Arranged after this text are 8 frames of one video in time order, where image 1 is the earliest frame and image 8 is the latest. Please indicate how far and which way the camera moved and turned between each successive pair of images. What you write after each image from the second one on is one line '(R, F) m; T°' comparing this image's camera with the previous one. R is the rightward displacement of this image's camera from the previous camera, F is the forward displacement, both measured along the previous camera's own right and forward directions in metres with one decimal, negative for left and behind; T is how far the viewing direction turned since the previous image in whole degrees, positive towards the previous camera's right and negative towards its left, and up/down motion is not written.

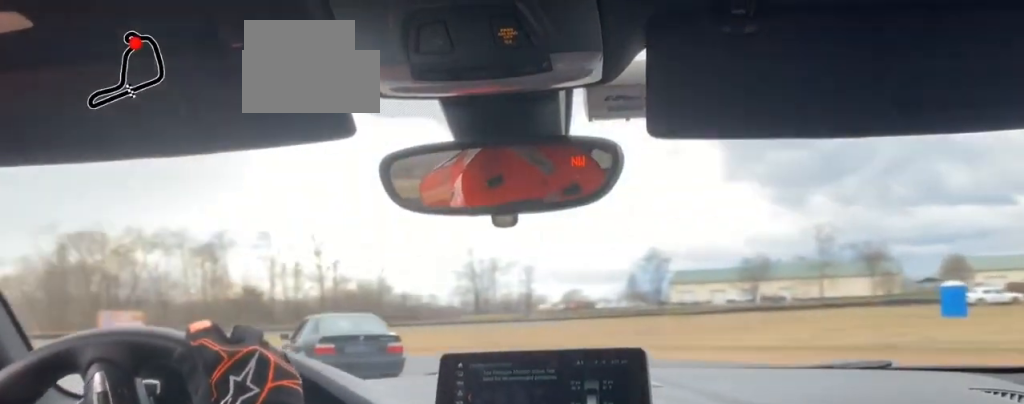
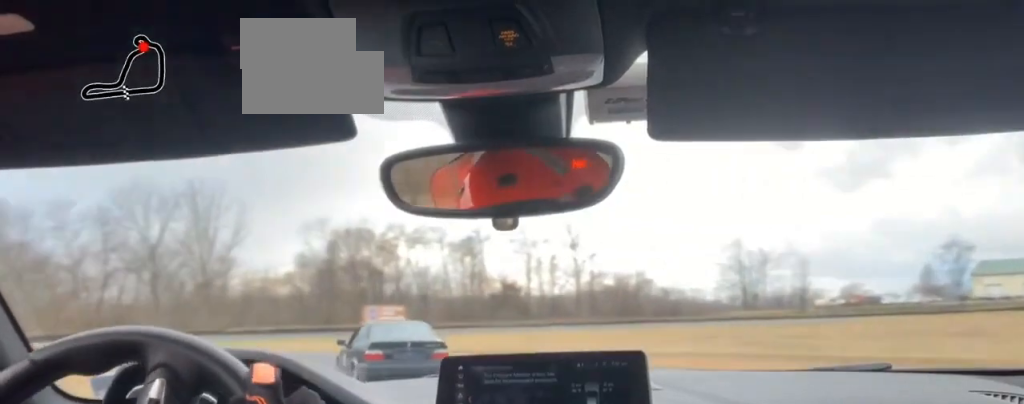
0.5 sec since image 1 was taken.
(-3.1, +7.1) m; -22°
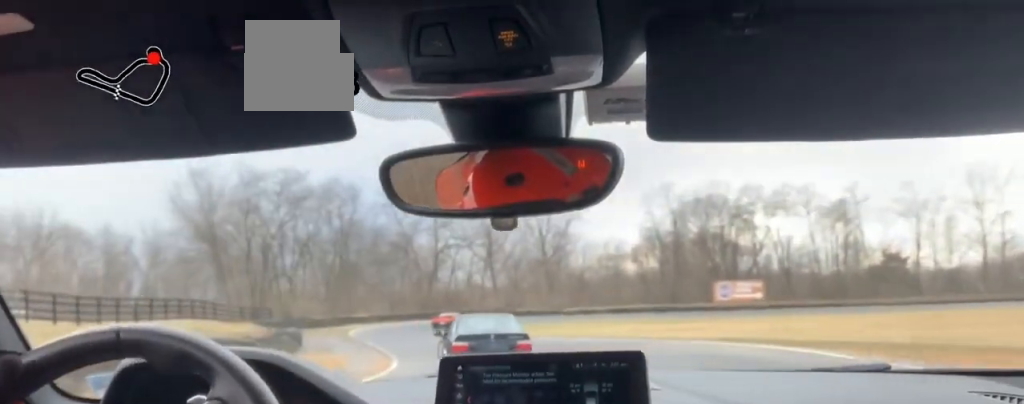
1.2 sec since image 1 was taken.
(-5.5, +14.1) m; -34°
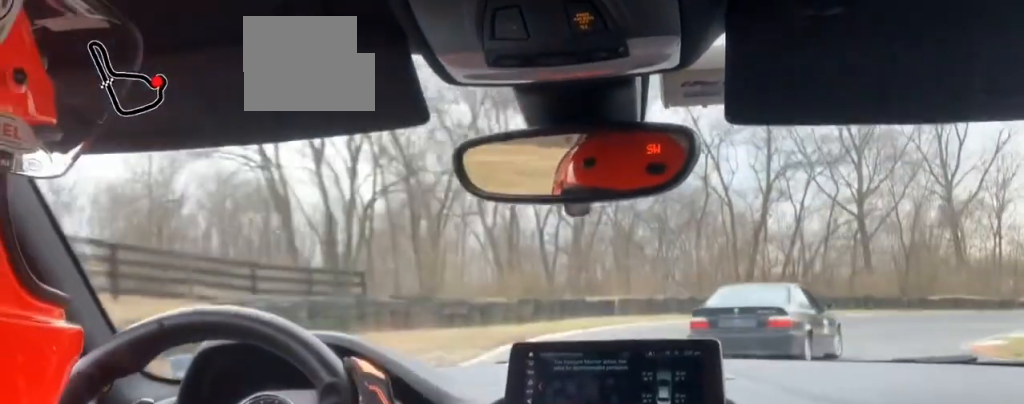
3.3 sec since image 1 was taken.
(-11.7, +41.7) m; -15°
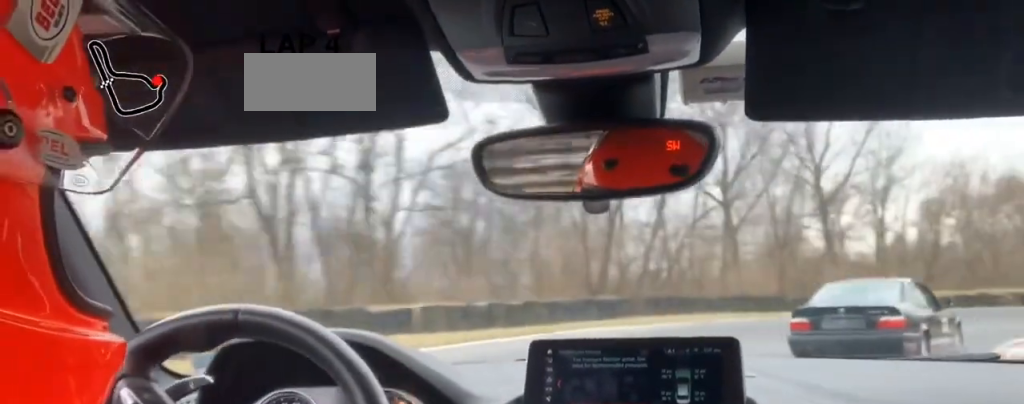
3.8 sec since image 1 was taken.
(-0.7, +11.0) m; +14°
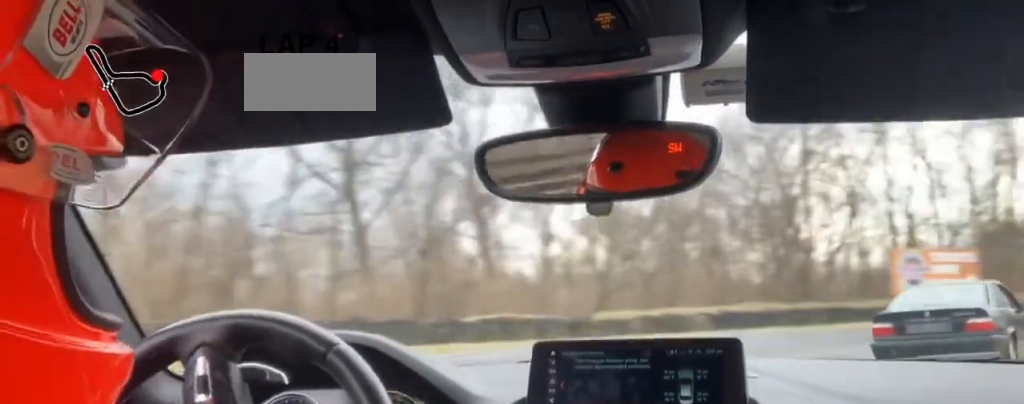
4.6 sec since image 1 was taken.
(+3.1, +11.3) m; +31°
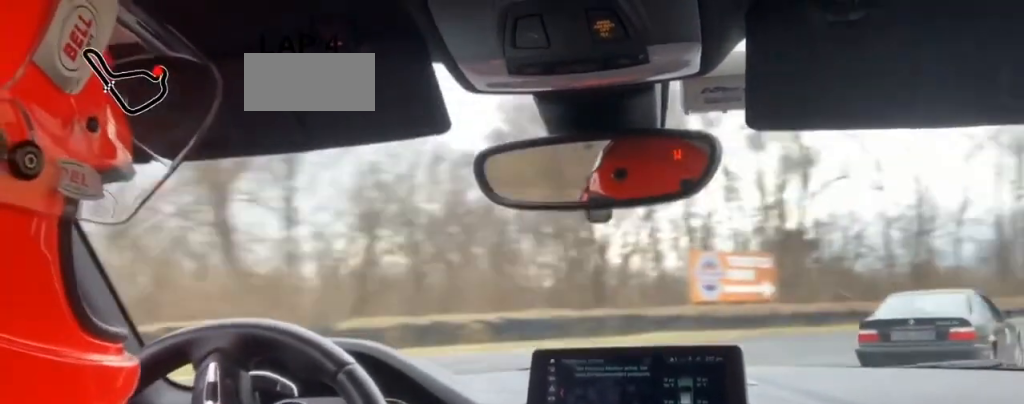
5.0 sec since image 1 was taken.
(+1.4, +5.7) m; +19°
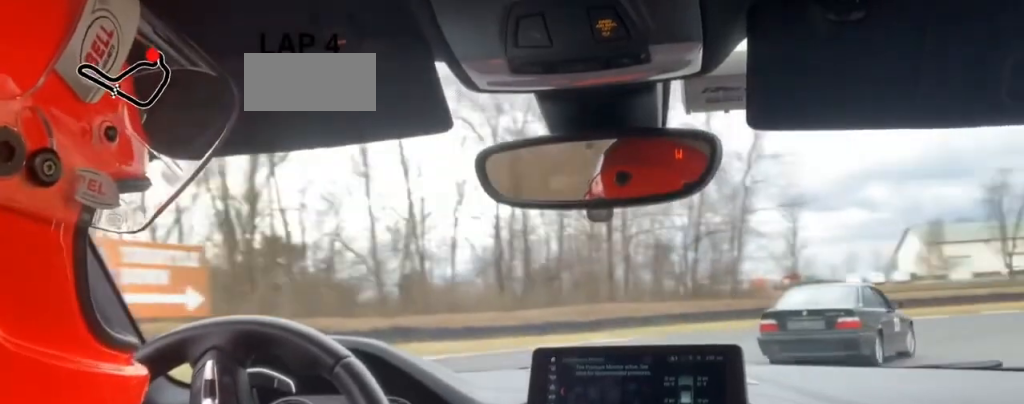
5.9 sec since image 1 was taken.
(+3.4, +15.1) m; +13°
